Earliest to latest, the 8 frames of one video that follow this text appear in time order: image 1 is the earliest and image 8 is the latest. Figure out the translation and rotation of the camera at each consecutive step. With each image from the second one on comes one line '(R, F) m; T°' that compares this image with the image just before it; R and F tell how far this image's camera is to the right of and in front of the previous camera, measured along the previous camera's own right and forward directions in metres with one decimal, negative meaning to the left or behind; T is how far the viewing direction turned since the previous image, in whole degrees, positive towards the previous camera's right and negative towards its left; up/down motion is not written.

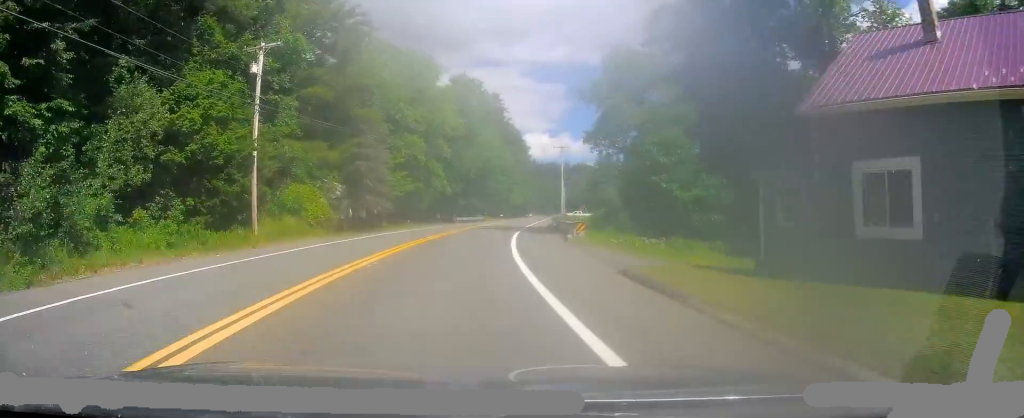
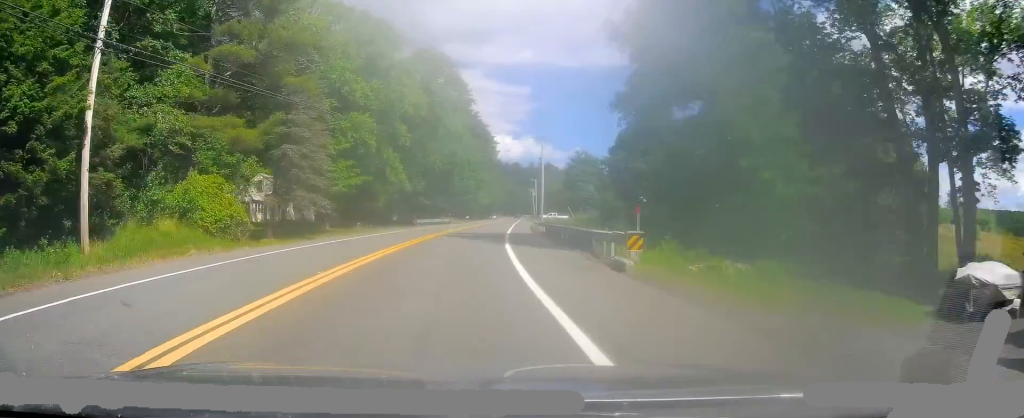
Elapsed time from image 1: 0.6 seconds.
(+0.1, +12.2) m; +2°
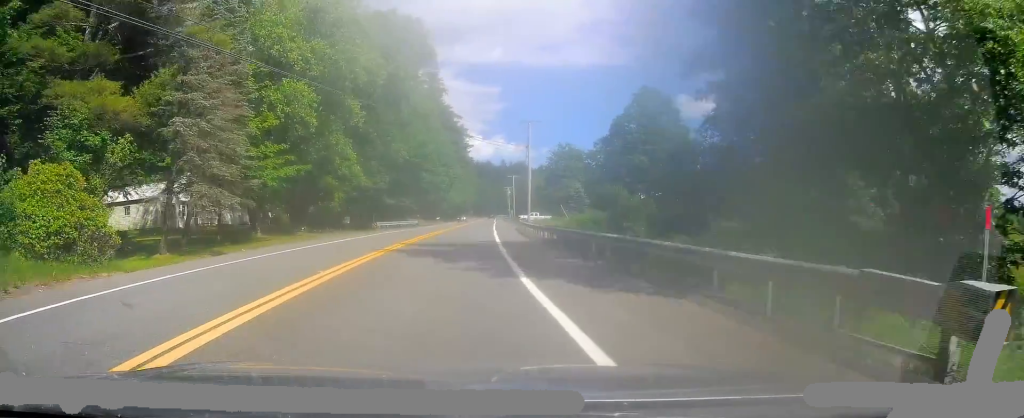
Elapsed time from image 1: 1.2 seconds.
(+0.4, +12.8) m; +3°
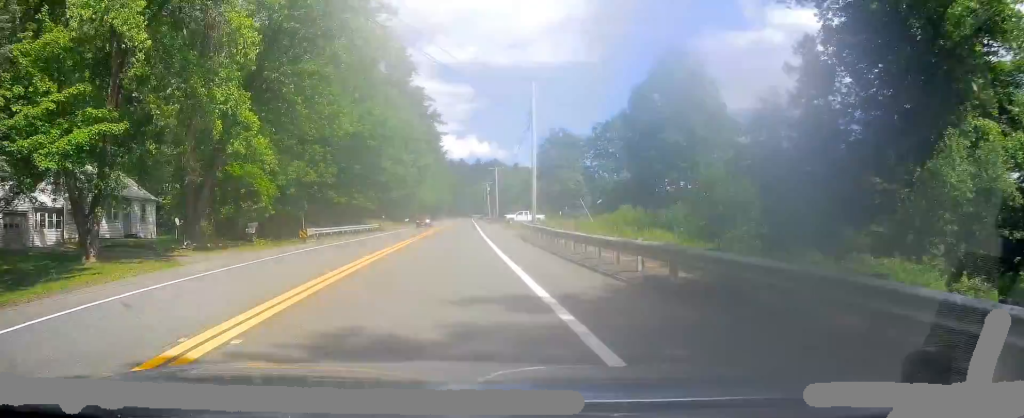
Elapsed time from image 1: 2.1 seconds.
(+0.6, +18.2) m; +4°
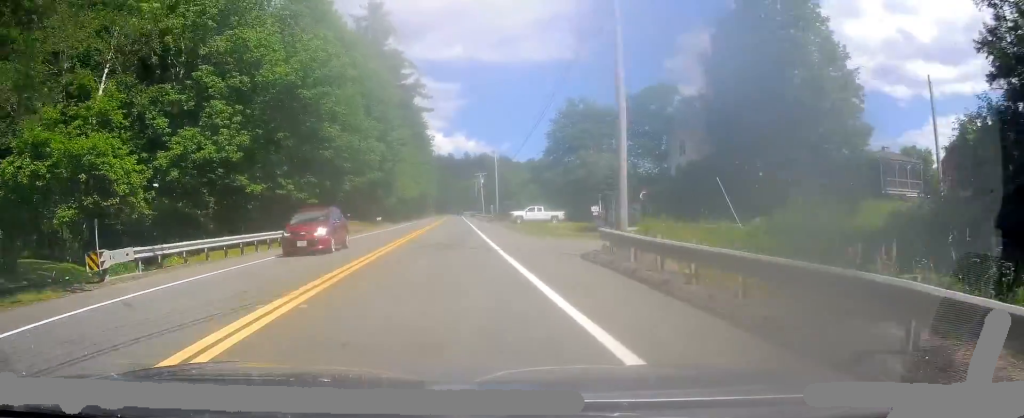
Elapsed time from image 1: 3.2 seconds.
(+0.9, +21.6) m; +3°
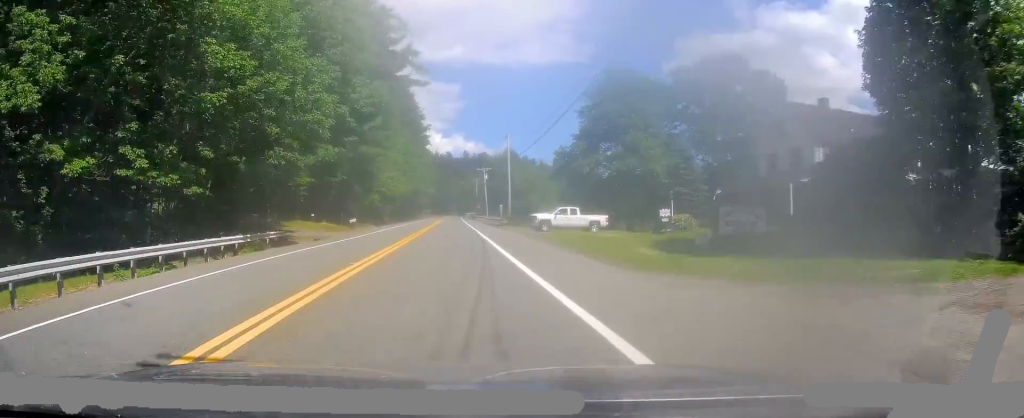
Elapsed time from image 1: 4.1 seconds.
(+0.1, +17.5) m; 0°
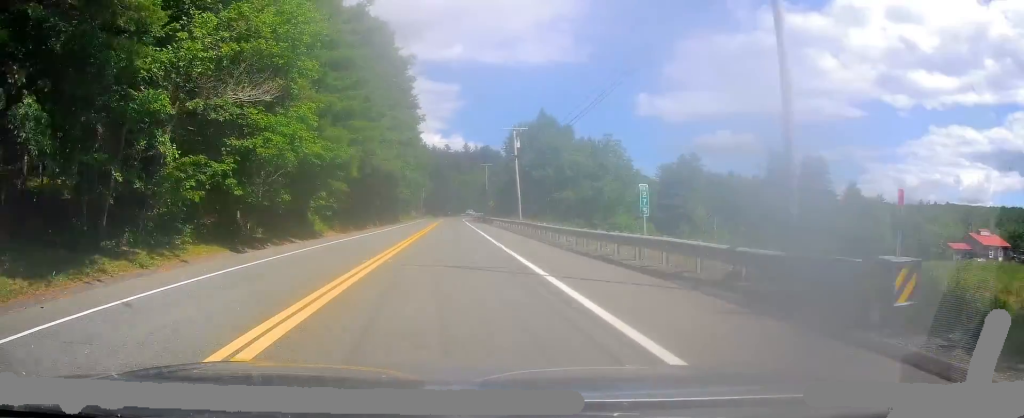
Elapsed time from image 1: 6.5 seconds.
(-0.1, +48.2) m; 0°
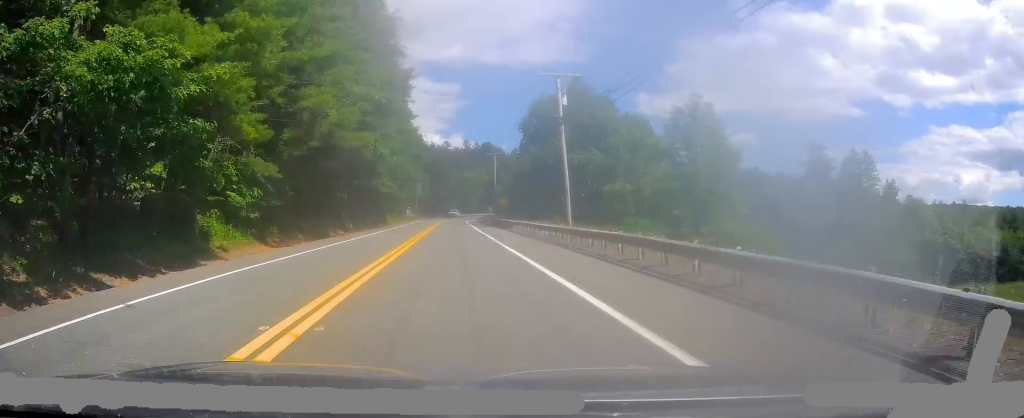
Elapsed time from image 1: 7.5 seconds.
(+0.3, +21.3) m; 0°
